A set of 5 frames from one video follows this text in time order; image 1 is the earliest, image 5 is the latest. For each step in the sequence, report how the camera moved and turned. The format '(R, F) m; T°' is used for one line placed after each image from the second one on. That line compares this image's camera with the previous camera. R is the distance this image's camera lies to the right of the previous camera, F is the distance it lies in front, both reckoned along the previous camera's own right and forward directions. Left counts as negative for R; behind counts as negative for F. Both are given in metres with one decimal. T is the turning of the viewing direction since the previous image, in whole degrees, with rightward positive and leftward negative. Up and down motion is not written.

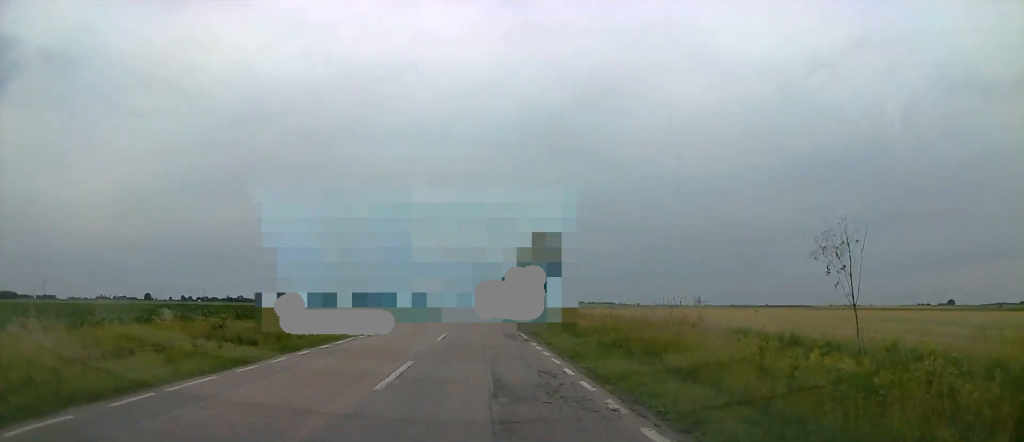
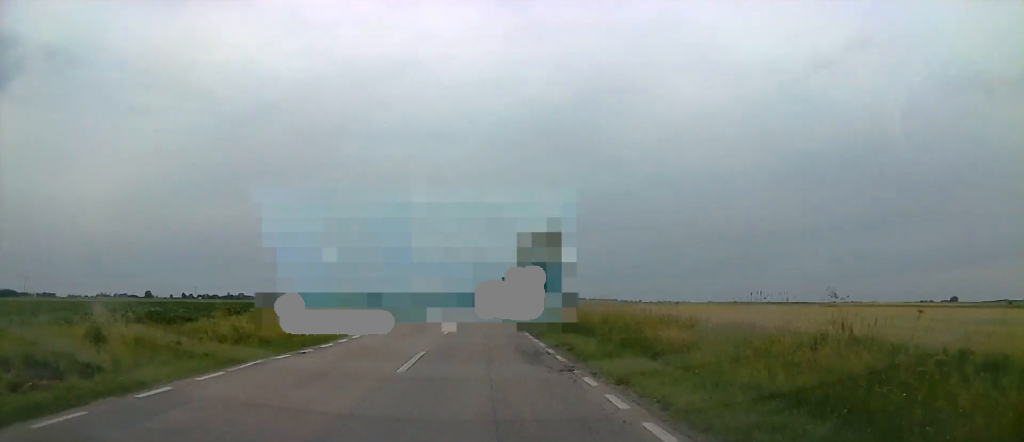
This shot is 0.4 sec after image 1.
(0.0, +10.0) m; -1°
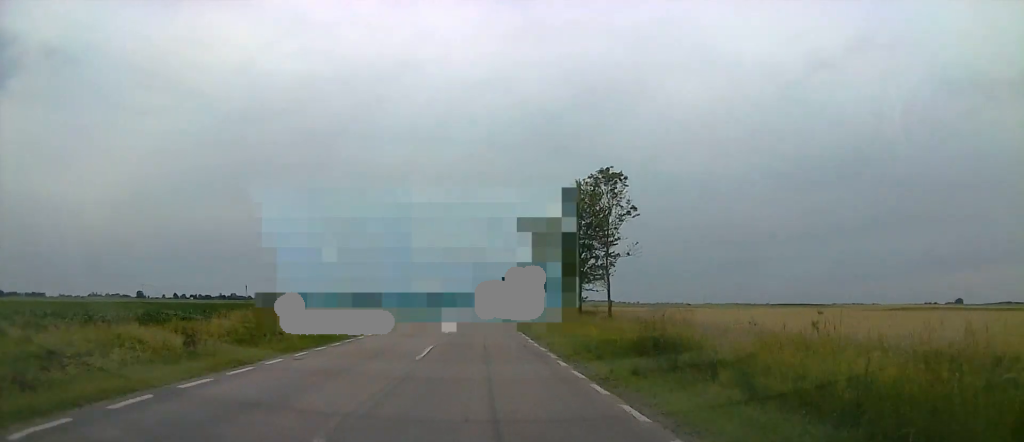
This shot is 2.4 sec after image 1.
(-2.5, +45.1) m; -2°
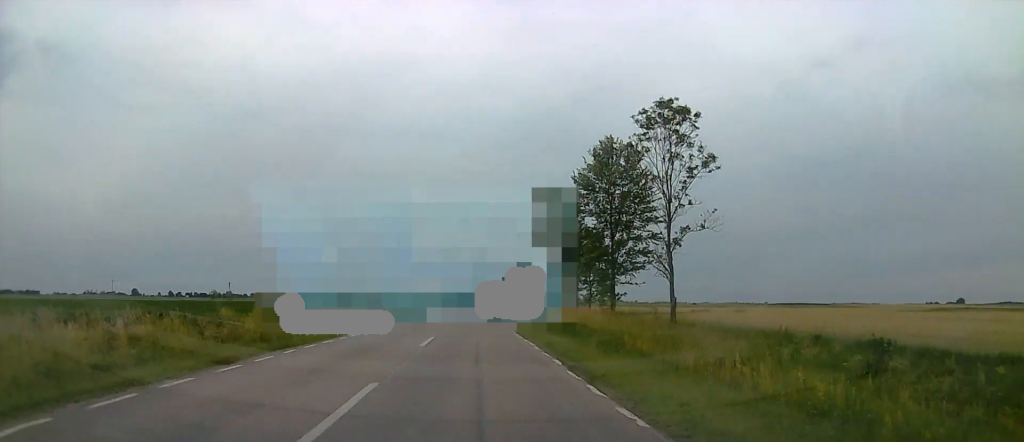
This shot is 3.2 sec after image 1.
(+1.1, +20.6) m; +3°
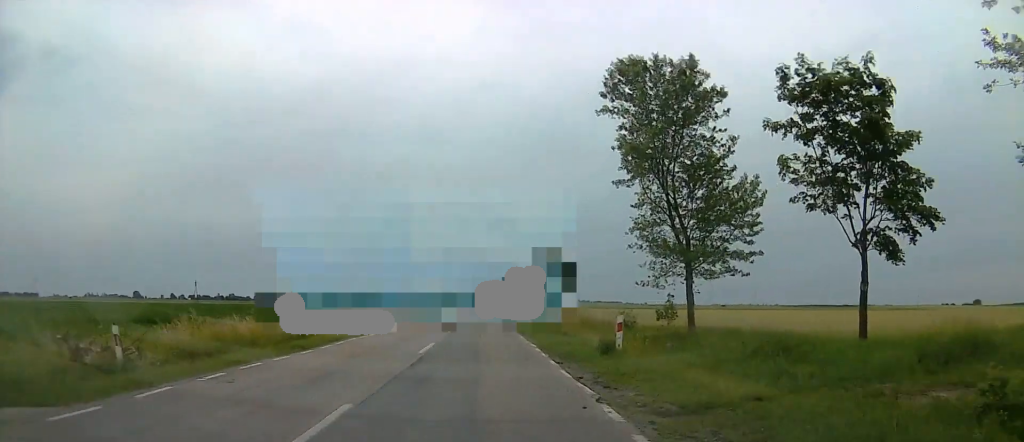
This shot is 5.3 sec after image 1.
(-0.2, +49.2) m; 0°
